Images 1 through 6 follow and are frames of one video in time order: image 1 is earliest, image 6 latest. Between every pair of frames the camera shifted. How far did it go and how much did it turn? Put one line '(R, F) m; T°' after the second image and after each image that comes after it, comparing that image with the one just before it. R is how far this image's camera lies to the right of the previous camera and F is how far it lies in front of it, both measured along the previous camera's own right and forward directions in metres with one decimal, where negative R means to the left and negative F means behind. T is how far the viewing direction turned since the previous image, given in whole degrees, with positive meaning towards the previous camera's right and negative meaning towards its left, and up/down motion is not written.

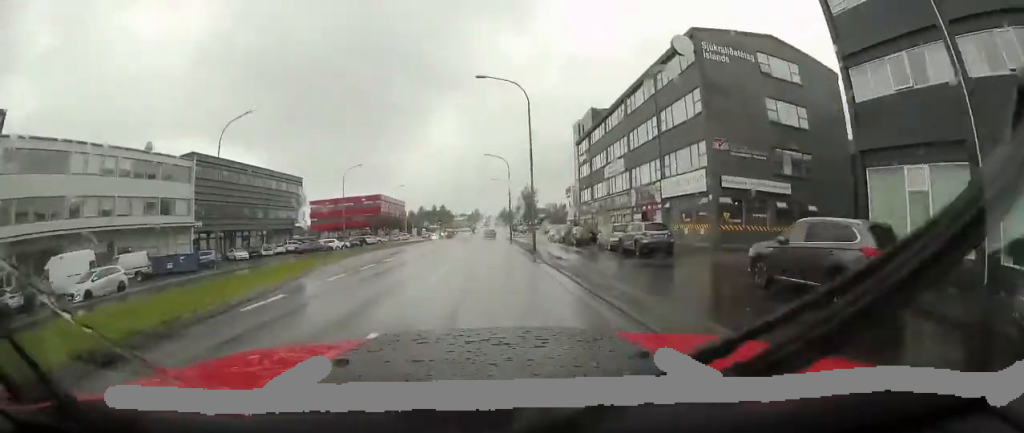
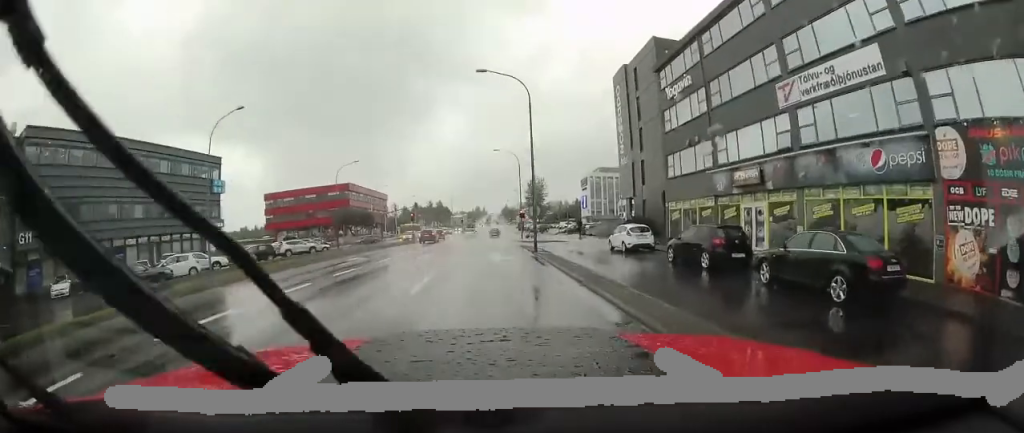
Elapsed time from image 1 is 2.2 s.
(-0.3, +25.7) m; 0°
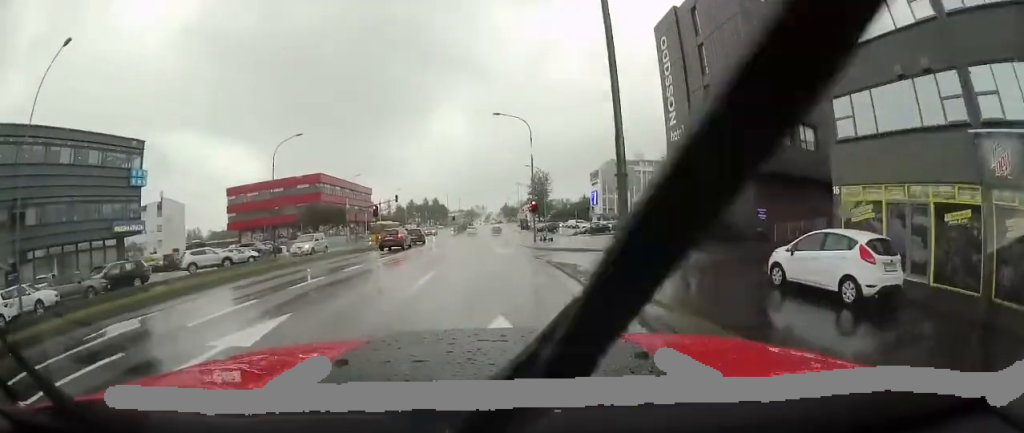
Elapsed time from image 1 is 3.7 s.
(+0.2, +14.3) m; +1°
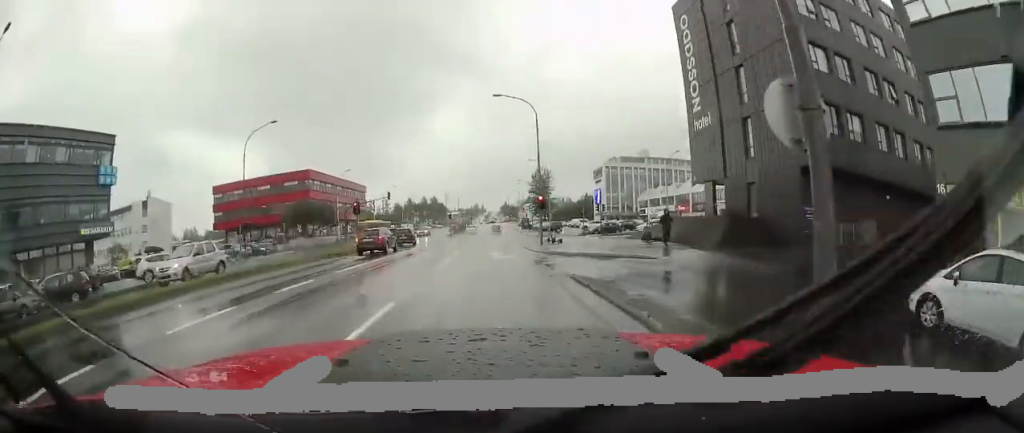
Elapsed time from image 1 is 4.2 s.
(0.0, +4.4) m; -1°
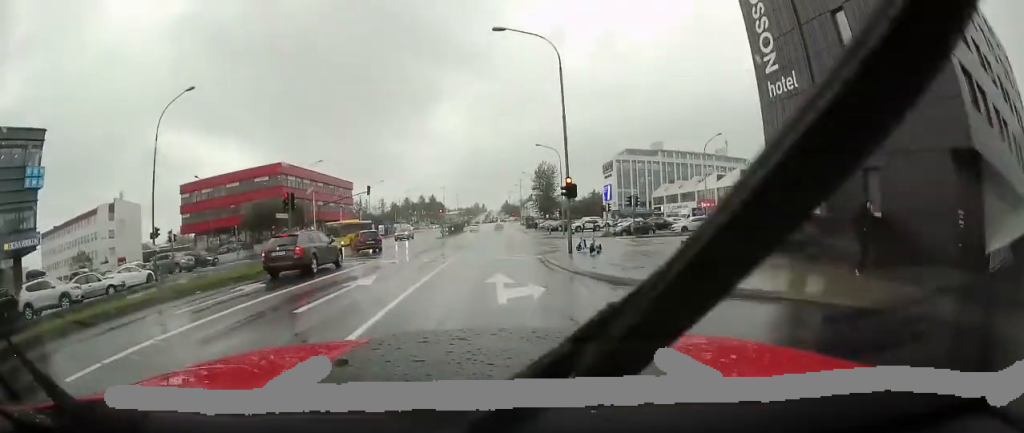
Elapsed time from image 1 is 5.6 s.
(-0.2, +9.7) m; 0°
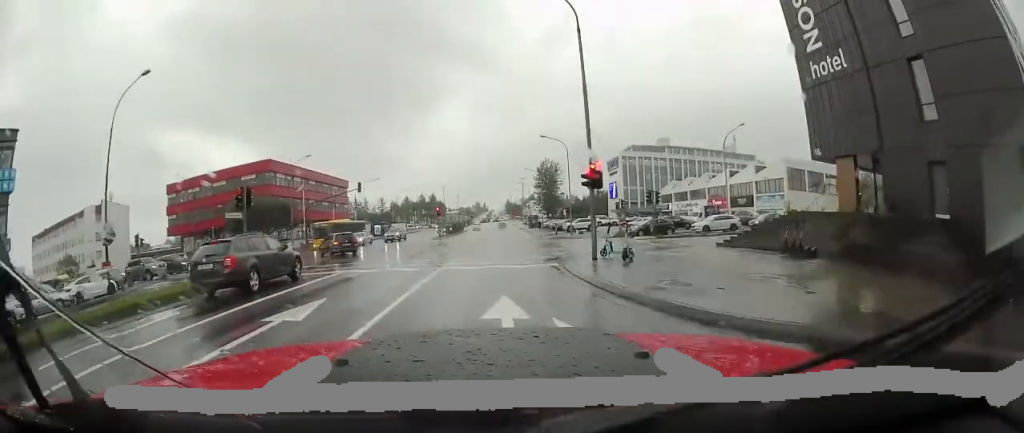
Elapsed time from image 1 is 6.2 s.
(+0.1, +3.3) m; +4°
